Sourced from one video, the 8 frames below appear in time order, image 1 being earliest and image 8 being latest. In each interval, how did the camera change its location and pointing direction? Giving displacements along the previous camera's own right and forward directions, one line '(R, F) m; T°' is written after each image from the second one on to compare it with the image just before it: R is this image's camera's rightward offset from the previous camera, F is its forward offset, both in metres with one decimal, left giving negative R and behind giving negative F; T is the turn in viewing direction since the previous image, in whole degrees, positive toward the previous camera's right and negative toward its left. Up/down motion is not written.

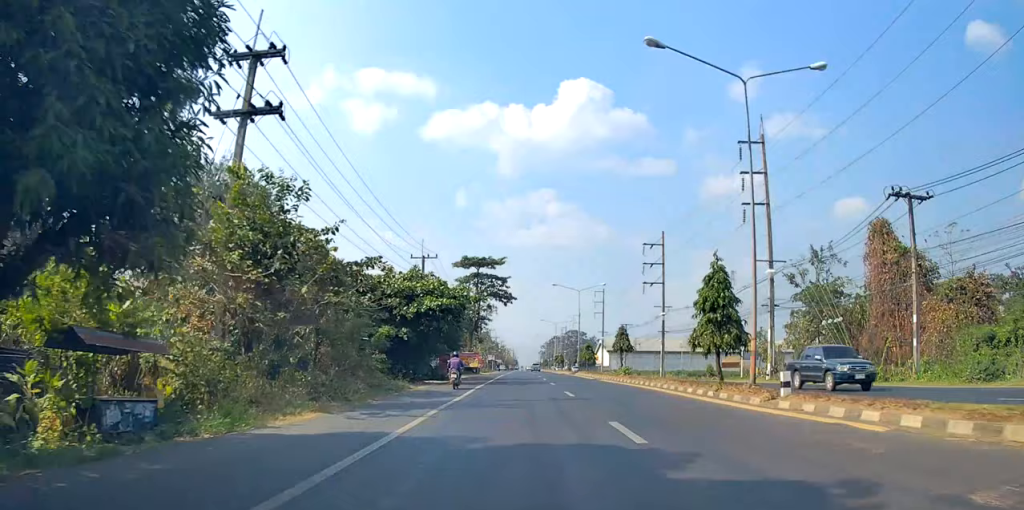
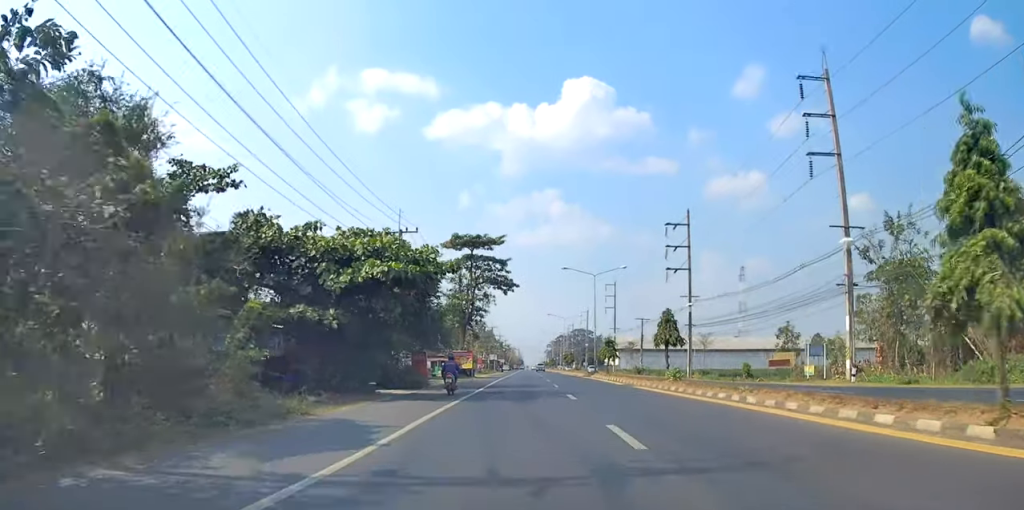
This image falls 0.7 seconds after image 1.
(-0.1, +13.1) m; +1°
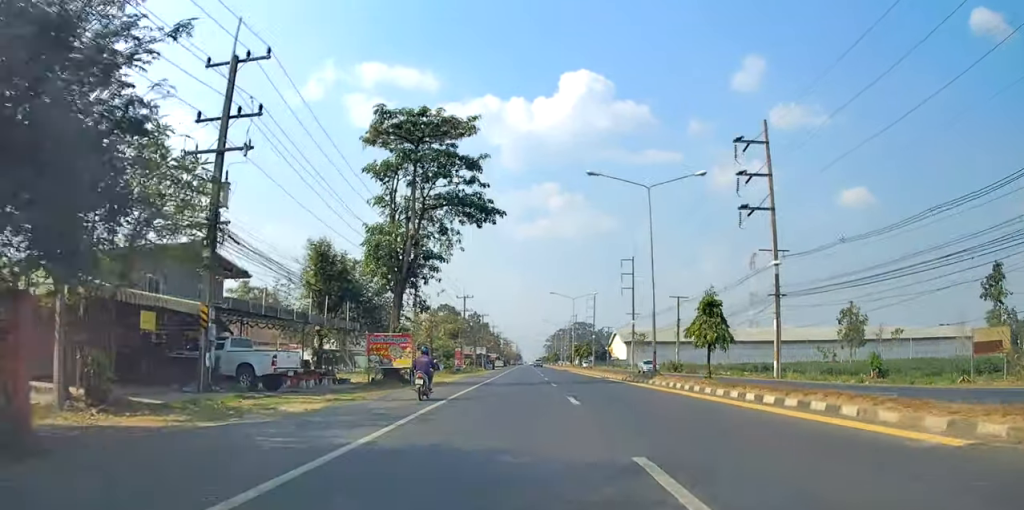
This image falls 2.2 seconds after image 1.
(+1.0, +28.1) m; +1°
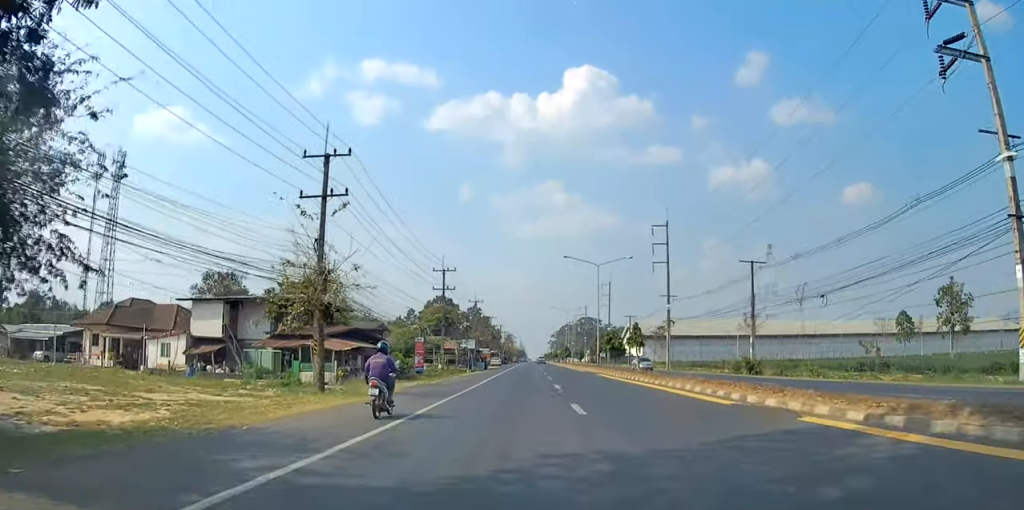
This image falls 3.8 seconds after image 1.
(-0.9, +28.2) m; -2°
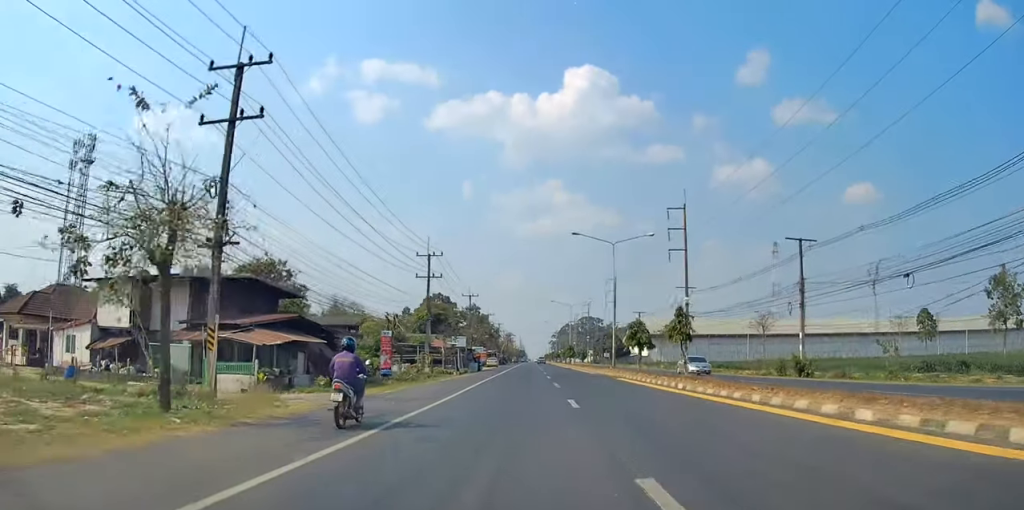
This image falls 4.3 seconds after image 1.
(0.0, +10.4) m; 0°
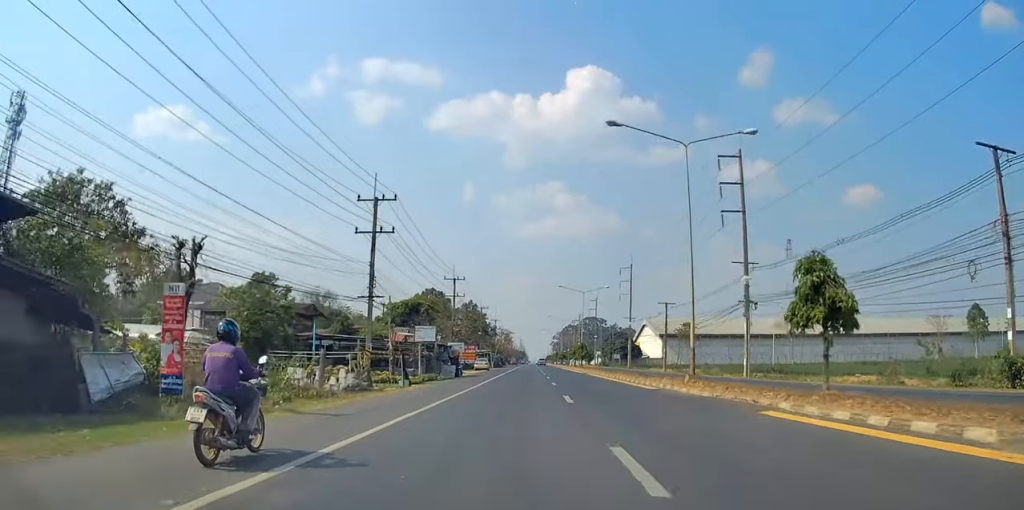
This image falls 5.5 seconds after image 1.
(-0.4, +22.2) m; -2°
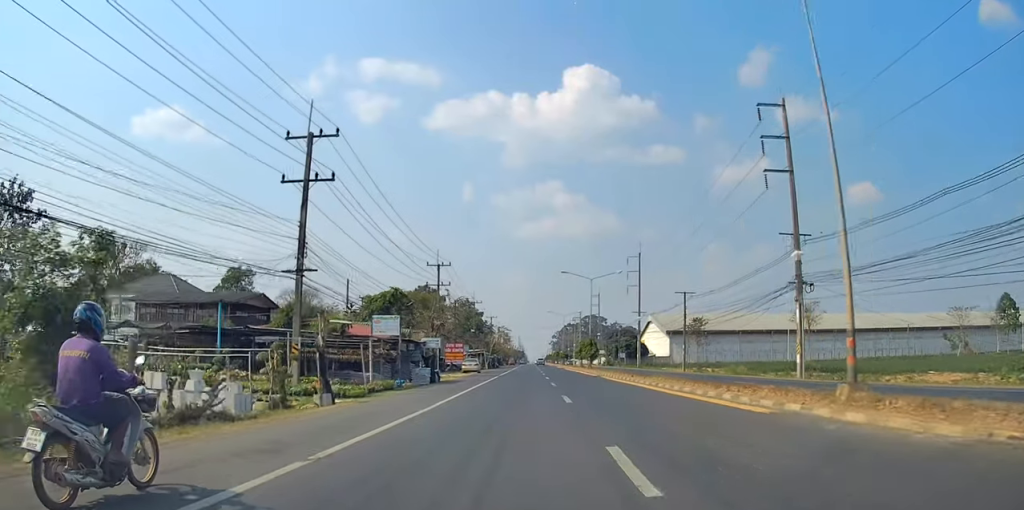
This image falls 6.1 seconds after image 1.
(-0.5, +11.8) m; 0°
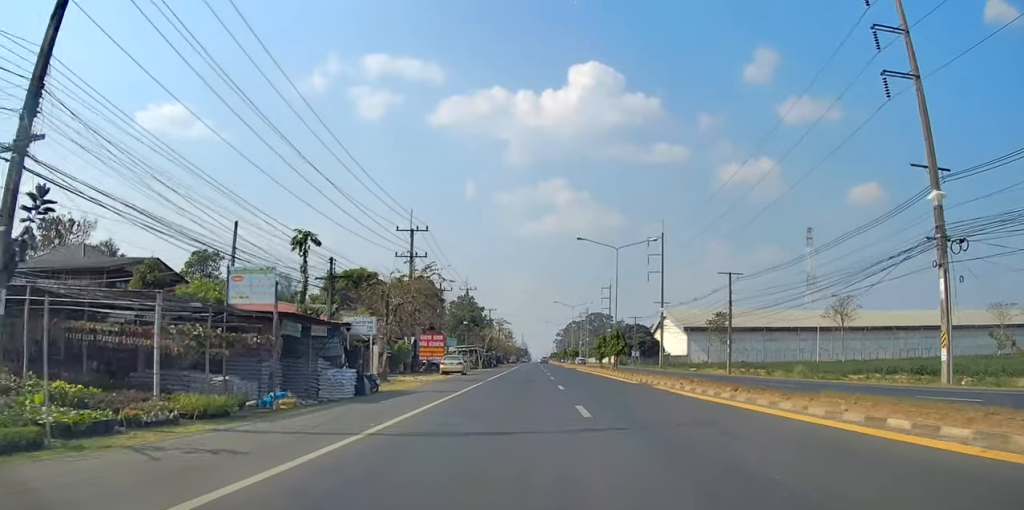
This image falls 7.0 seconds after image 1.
(+0.7, +17.9) m; +2°
